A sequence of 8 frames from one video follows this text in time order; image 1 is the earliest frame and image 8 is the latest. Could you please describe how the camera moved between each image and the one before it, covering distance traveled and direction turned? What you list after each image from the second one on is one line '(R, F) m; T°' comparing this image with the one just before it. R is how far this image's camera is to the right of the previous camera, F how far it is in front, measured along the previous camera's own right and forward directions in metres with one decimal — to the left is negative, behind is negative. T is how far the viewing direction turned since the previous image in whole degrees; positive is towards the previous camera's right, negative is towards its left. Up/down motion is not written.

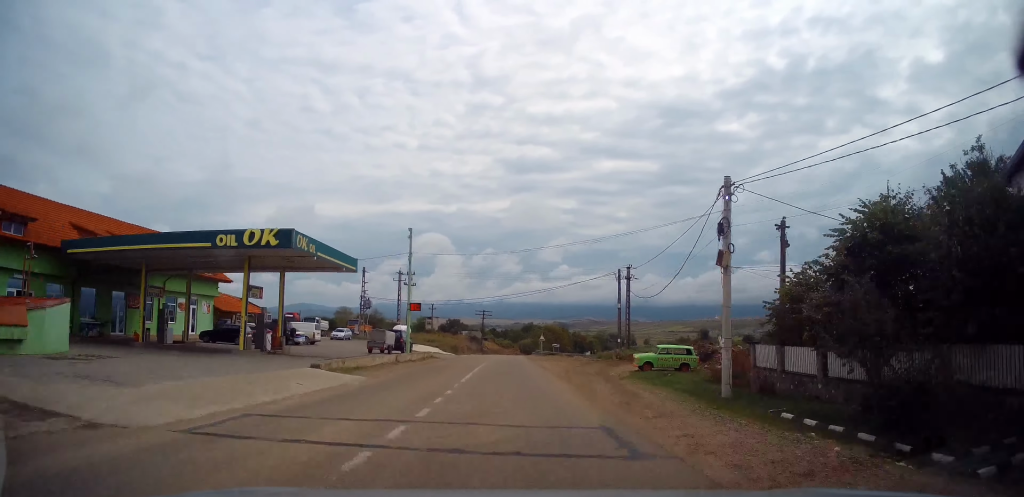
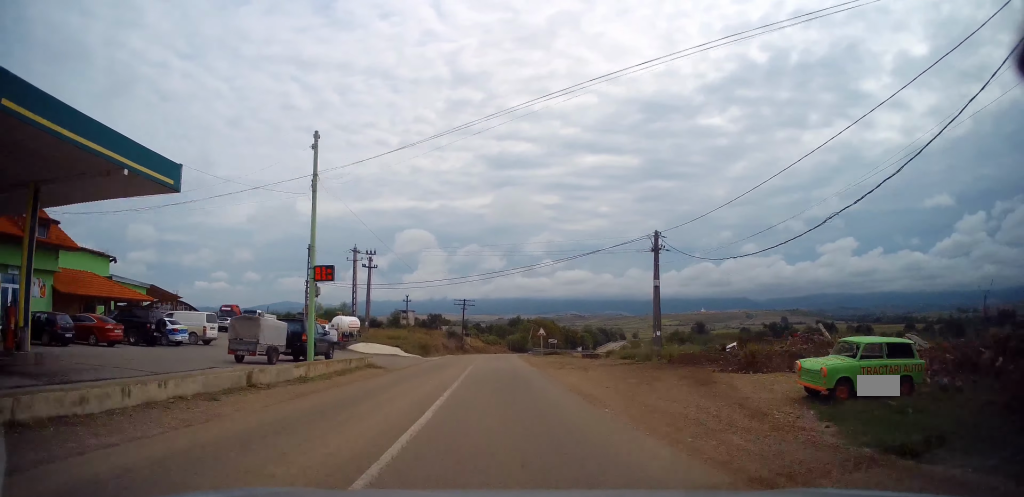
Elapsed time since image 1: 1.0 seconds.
(+0.4, +17.6) m; +3°
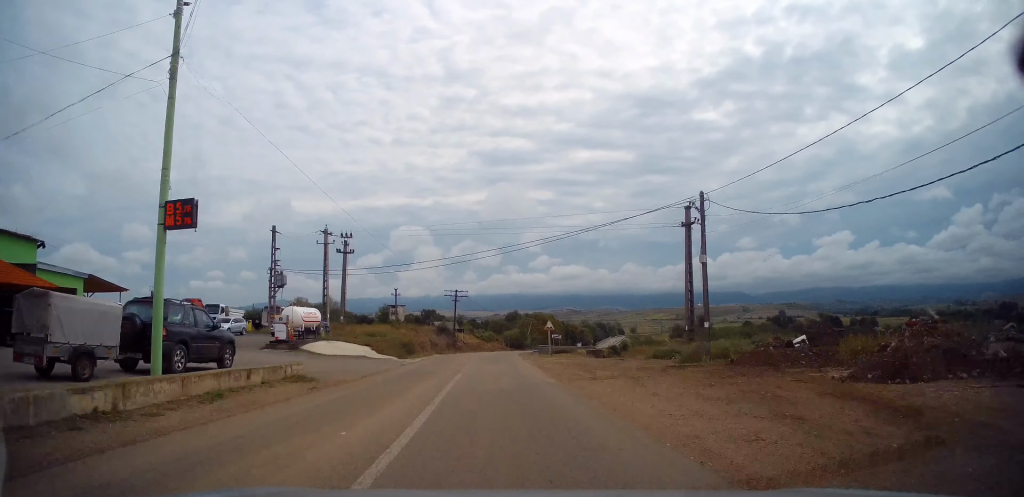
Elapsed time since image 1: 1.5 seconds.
(+0.5, +9.4) m; +1°
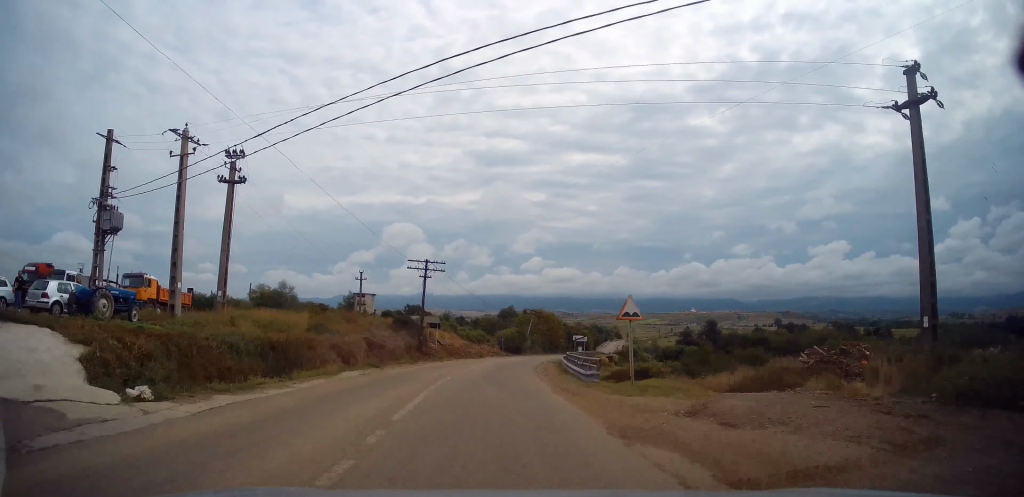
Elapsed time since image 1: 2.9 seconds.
(-0.4, +25.0) m; -1°
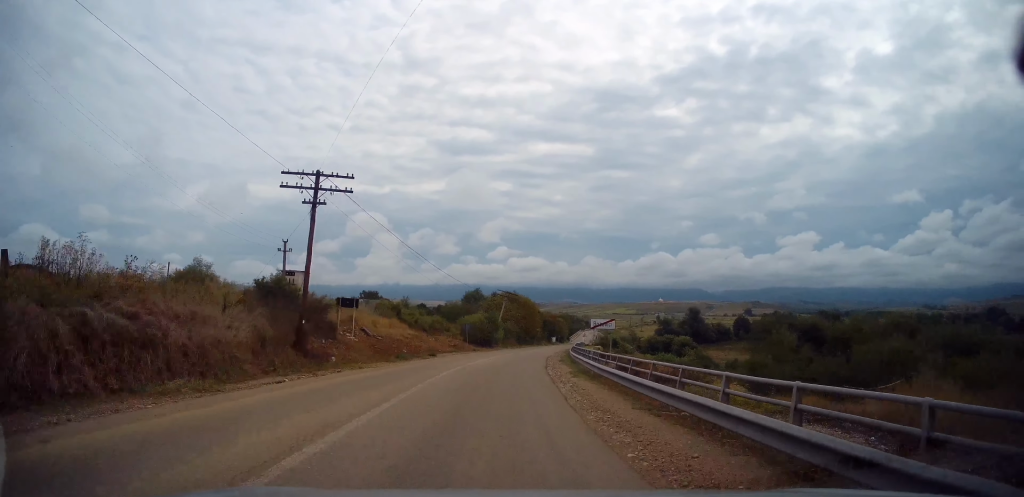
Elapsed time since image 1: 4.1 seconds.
(+0.5, +21.4) m; +4°
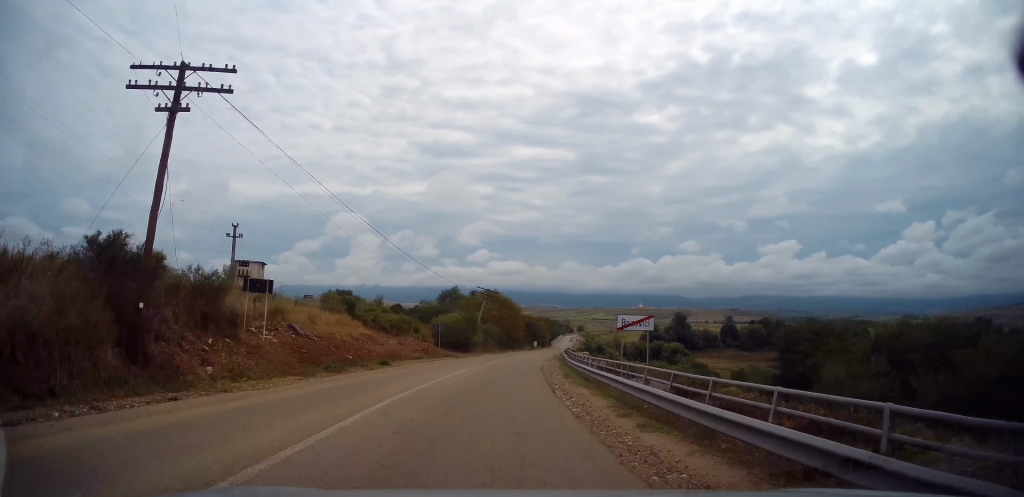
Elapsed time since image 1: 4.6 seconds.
(+0.2, +9.4) m; +2°
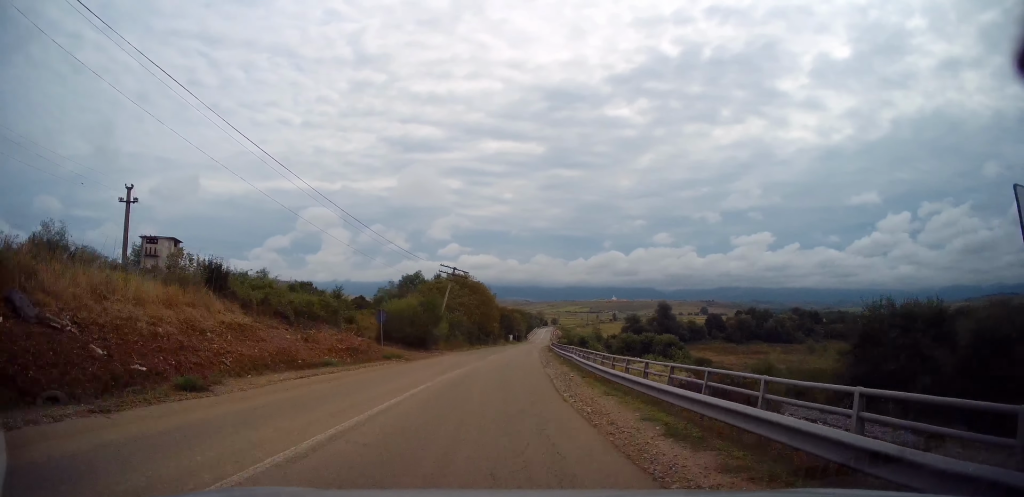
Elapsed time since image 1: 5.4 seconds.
(+0.4, +15.4) m; +2°
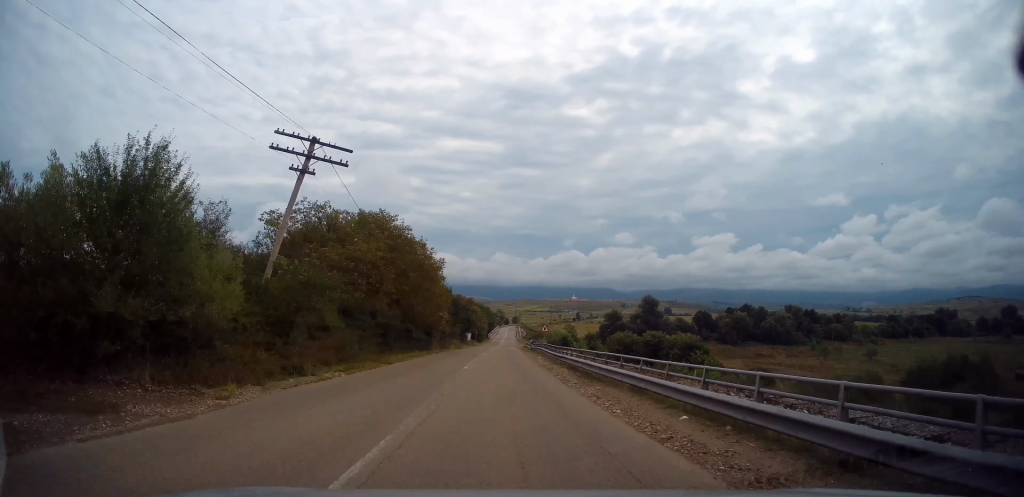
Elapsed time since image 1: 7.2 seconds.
(+1.5, +35.1) m; +5°
